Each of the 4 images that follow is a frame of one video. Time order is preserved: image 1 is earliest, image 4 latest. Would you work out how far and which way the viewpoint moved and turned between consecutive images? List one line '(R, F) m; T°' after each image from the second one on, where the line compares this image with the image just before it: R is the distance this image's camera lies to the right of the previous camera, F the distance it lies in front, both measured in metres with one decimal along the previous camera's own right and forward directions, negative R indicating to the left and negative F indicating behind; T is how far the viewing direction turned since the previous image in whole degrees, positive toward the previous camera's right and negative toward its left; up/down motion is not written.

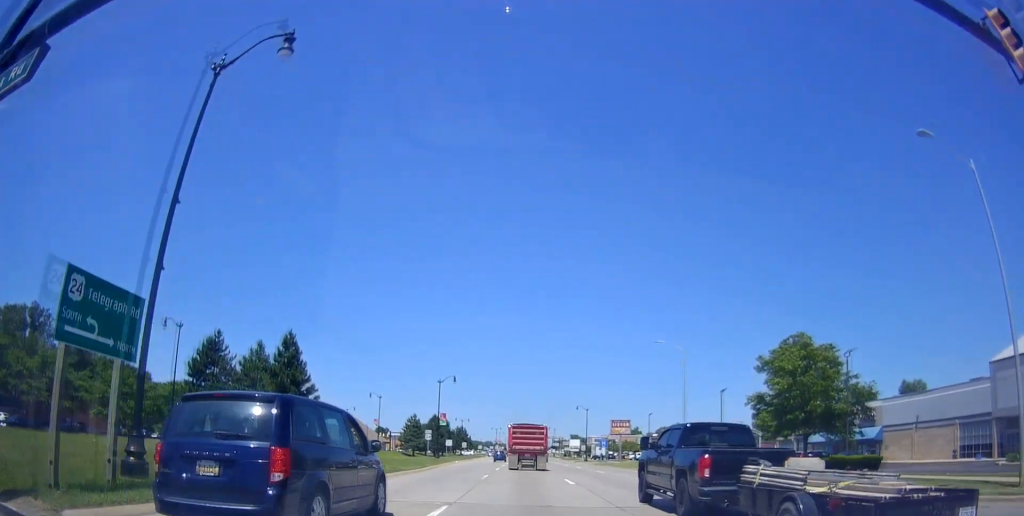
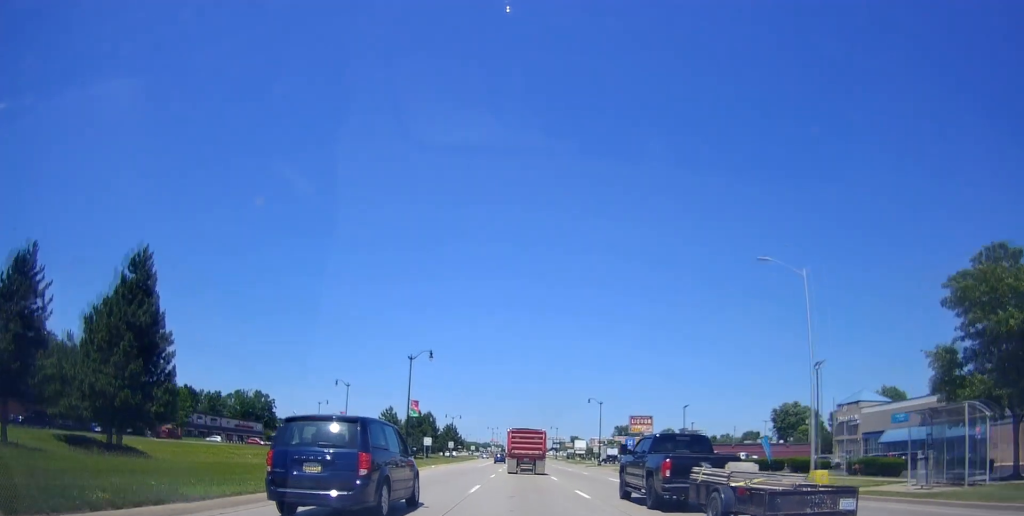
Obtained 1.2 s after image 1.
(-0.1, +20.5) m; 0°
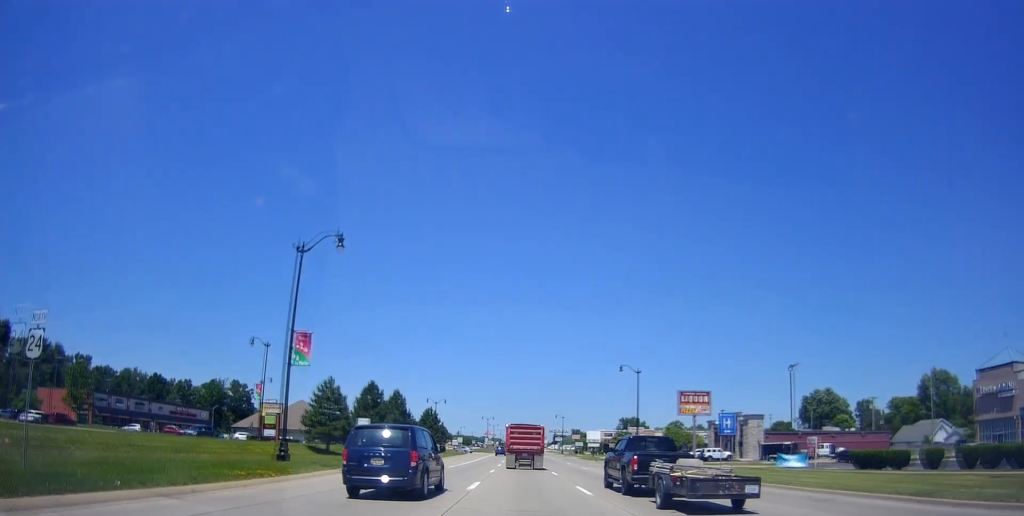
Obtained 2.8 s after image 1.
(-0.3, +29.8) m; 0°
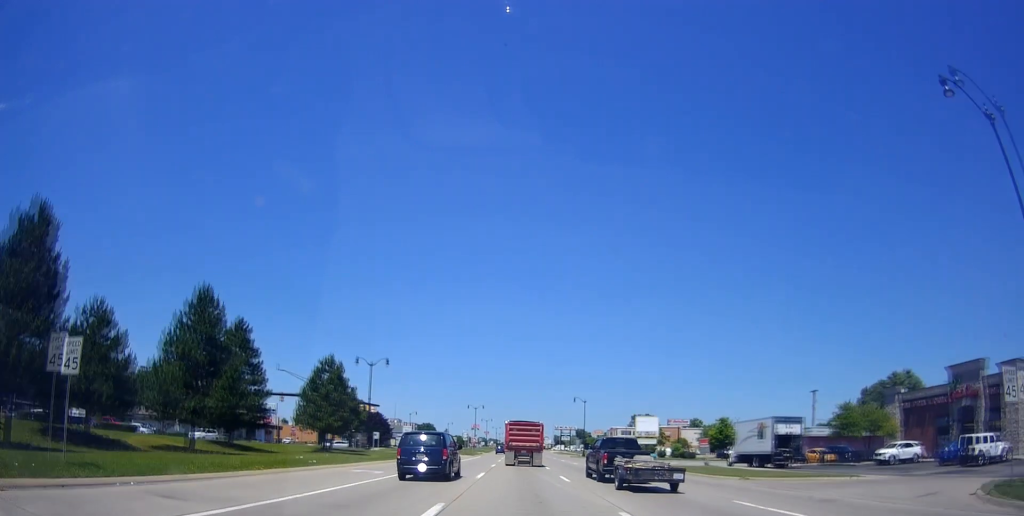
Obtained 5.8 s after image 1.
(+1.4, +53.9) m; 0°
